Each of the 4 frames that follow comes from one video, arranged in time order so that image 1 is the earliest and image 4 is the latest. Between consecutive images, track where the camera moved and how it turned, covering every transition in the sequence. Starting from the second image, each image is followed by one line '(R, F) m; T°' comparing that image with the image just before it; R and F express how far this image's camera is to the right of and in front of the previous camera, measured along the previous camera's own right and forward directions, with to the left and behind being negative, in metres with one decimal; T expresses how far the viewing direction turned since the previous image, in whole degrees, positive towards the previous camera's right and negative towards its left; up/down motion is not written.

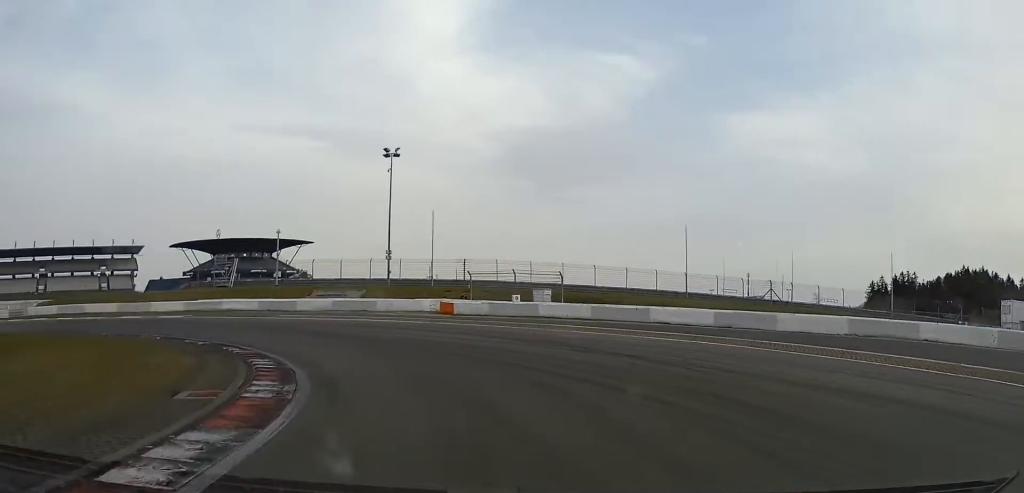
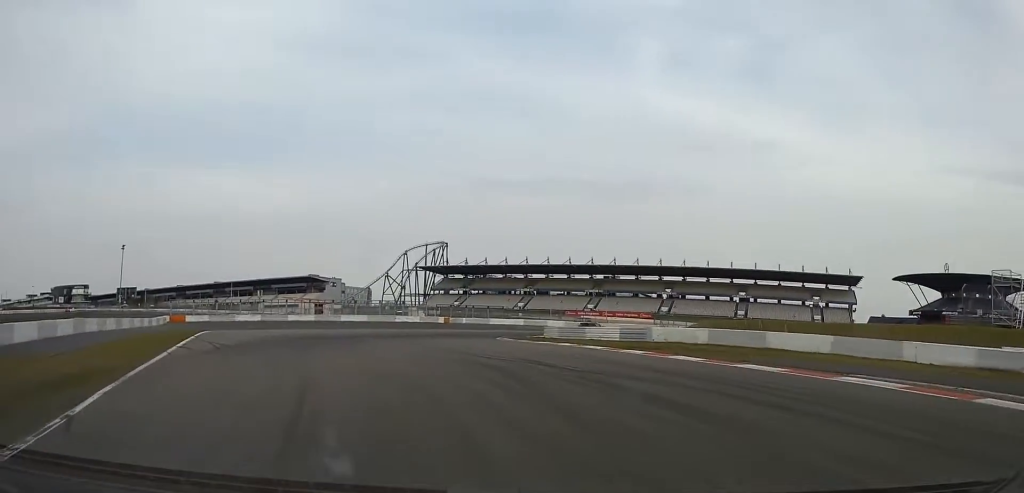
(-22.4, +32.1) m; -58°
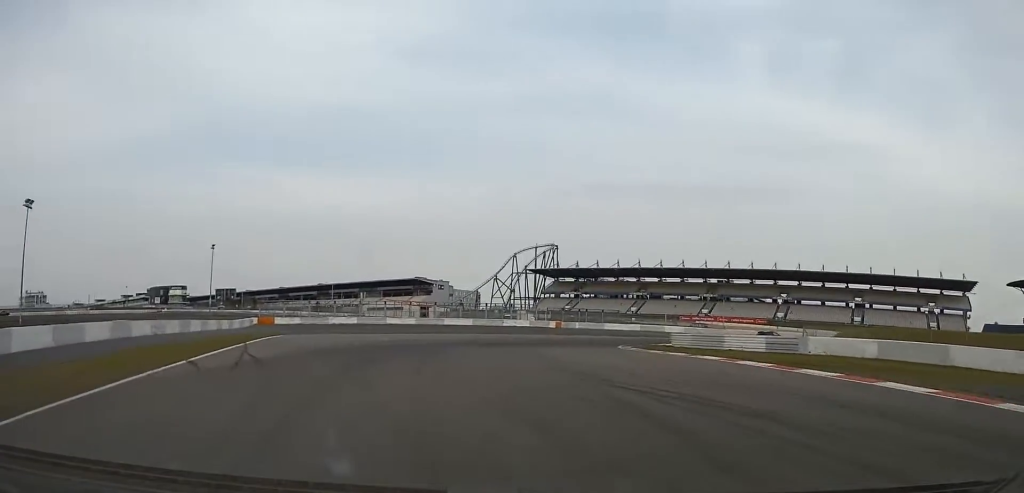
(-1.0, +8.2) m; -5°
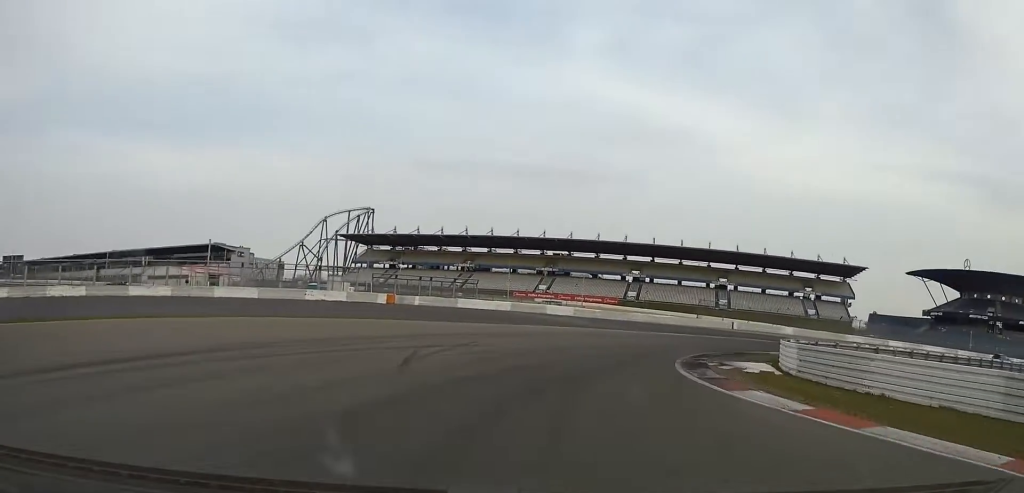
(+0.4, +37.3) m; +12°
